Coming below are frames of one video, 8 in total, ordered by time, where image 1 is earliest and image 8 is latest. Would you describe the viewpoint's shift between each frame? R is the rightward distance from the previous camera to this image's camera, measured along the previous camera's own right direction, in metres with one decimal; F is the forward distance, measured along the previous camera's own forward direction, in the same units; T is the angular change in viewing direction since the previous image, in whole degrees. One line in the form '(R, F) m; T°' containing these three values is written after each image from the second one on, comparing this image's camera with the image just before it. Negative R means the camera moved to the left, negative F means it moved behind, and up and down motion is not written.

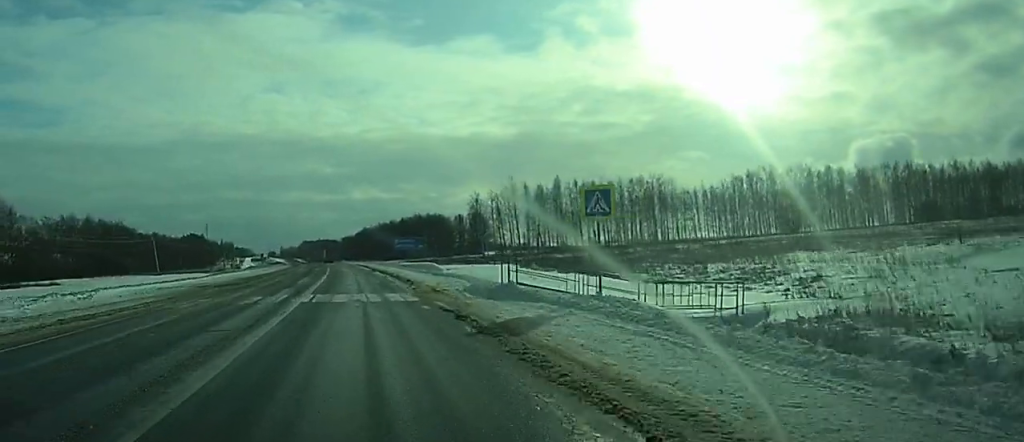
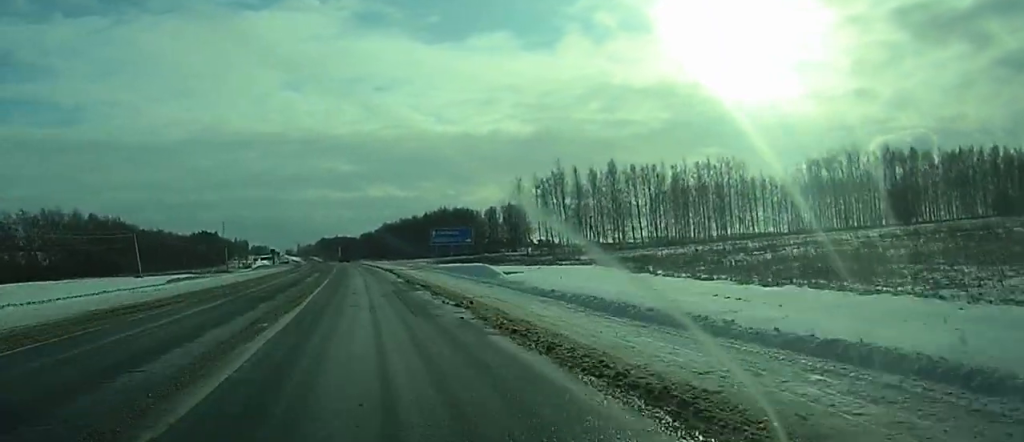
(-0.4, +32.2) m; -1°
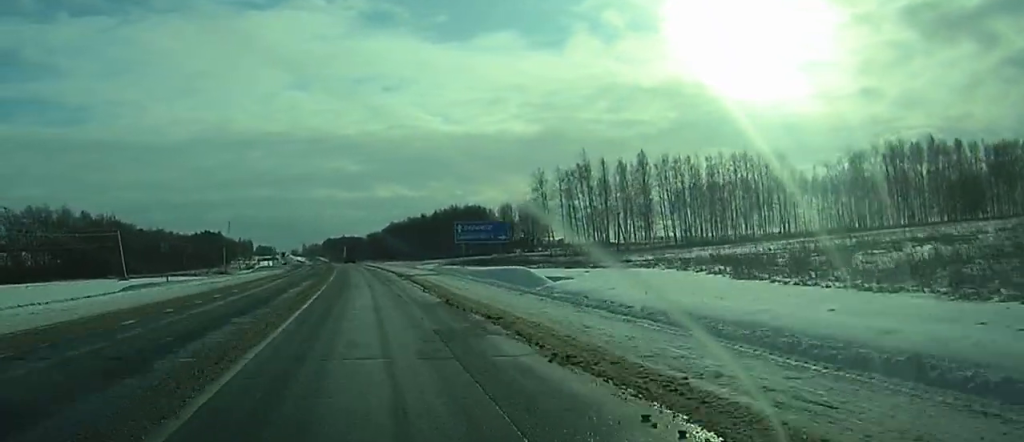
(-0.1, +15.7) m; 0°
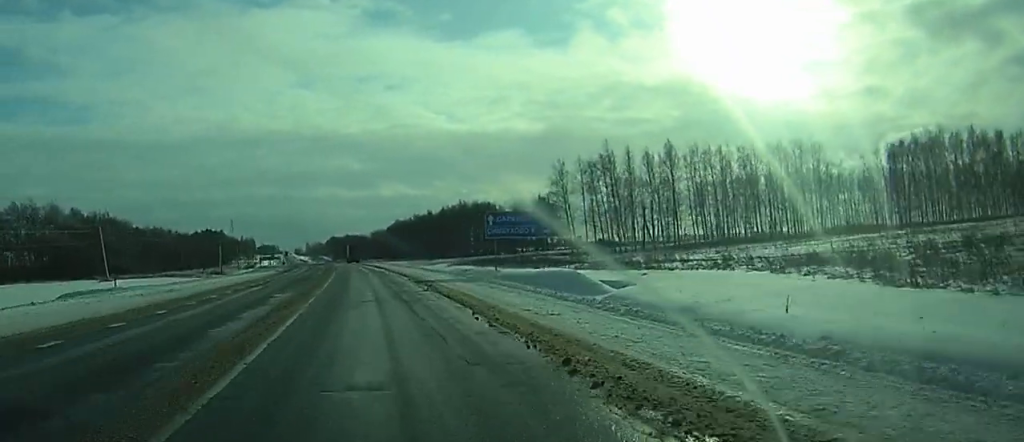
(0.0, +13.2) m; 0°
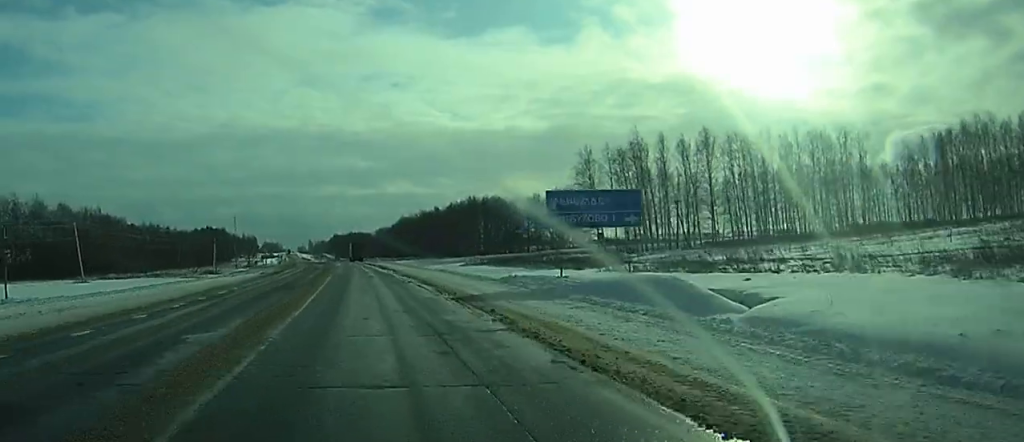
(0.0, +14.9) m; 0°
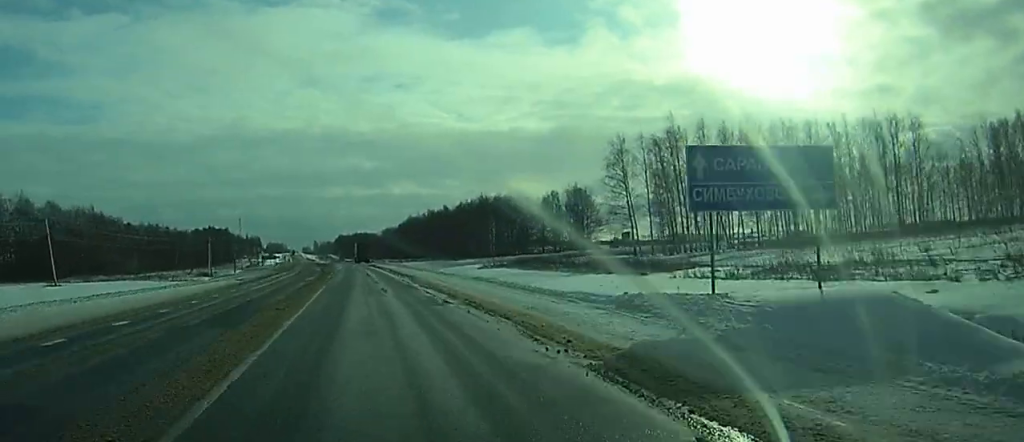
(0.0, +14.1) m; 0°
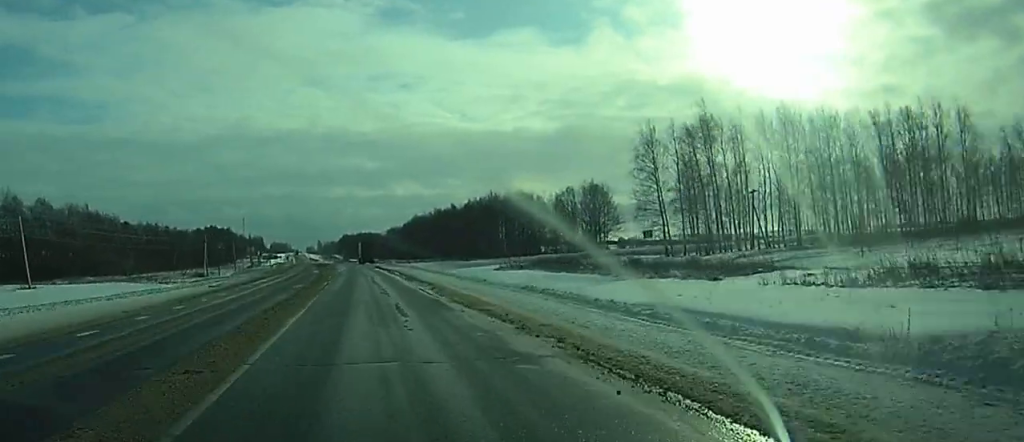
(0.0, +10.7) m; 0°
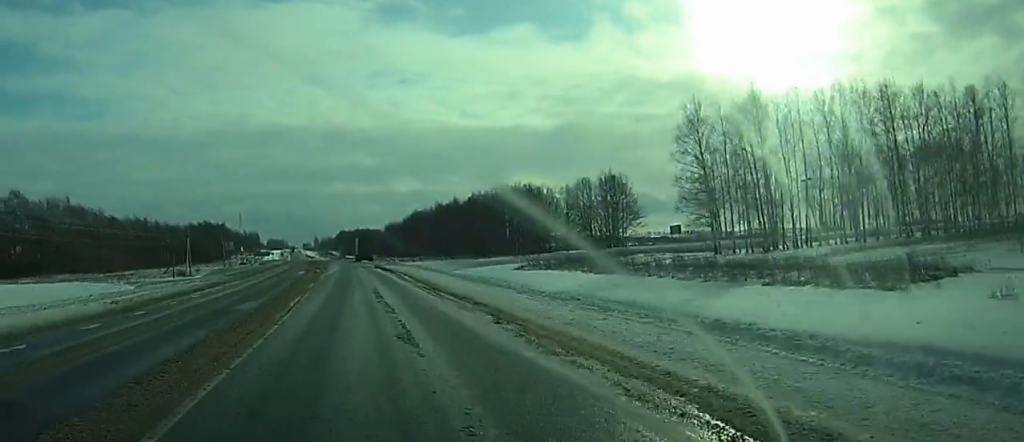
(0.0, +15.6) m; 0°
